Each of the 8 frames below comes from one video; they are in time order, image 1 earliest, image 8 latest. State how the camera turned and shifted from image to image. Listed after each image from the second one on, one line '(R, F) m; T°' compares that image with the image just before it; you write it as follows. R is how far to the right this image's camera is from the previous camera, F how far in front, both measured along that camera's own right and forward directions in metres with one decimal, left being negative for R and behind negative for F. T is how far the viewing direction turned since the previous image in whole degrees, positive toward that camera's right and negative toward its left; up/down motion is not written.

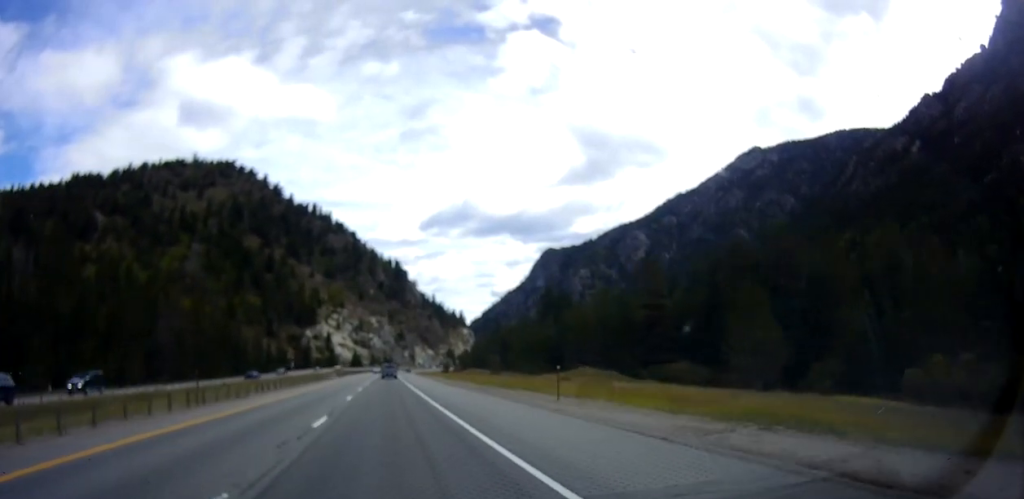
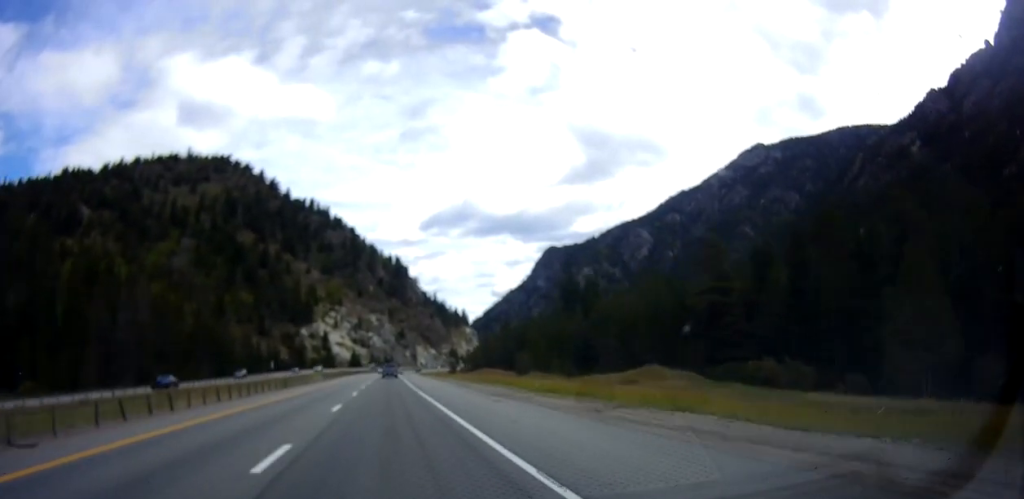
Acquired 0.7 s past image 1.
(-0.1, +20.1) m; 0°
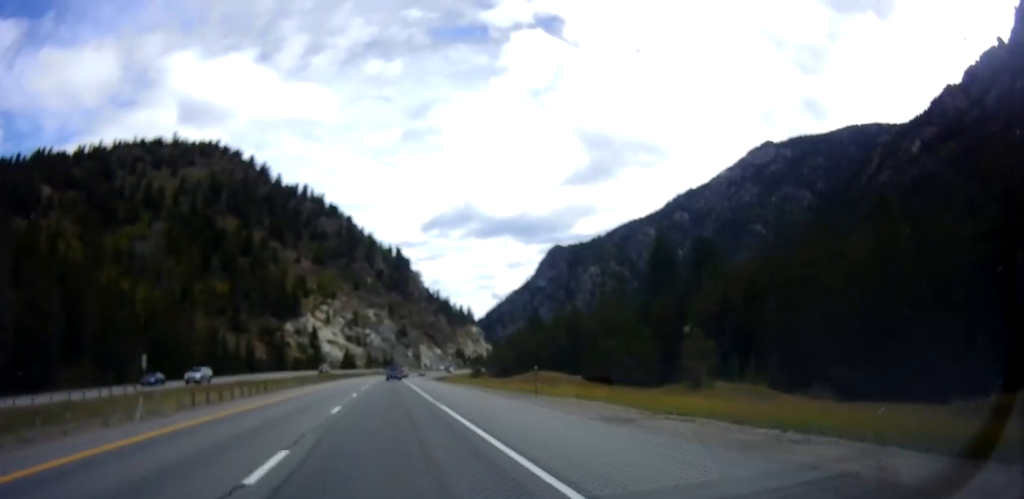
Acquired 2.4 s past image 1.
(+0.1, +49.4) m; -1°
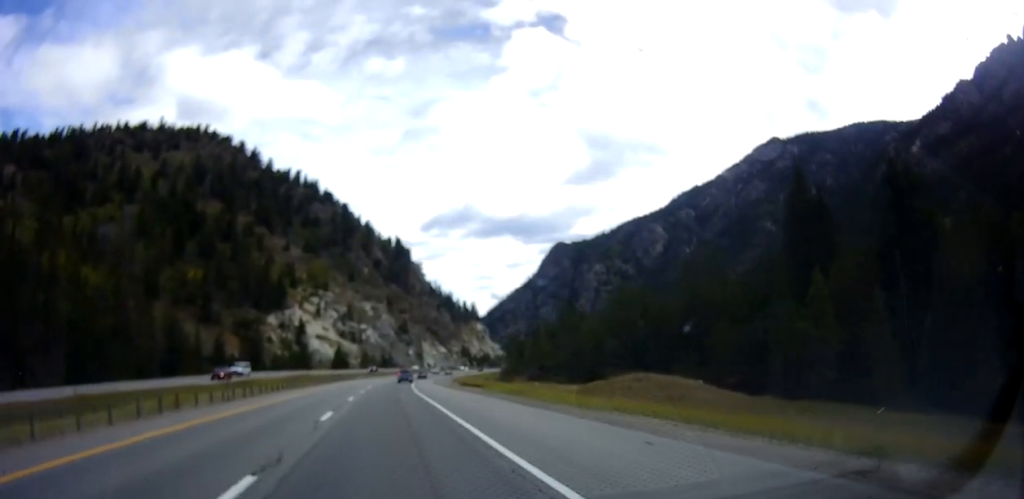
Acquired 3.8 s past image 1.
(-0.6, +39.1) m; 0°
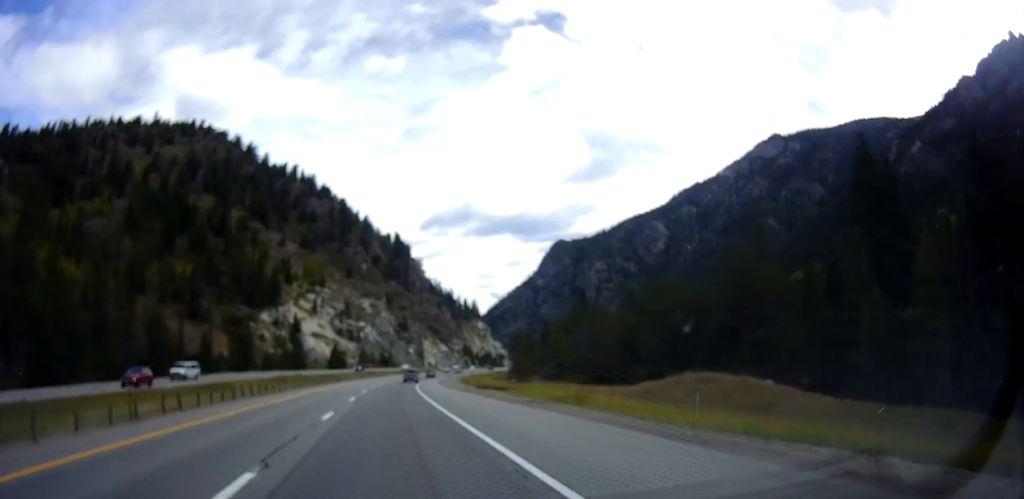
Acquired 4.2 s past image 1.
(+0.1, +11.8) m; 0°
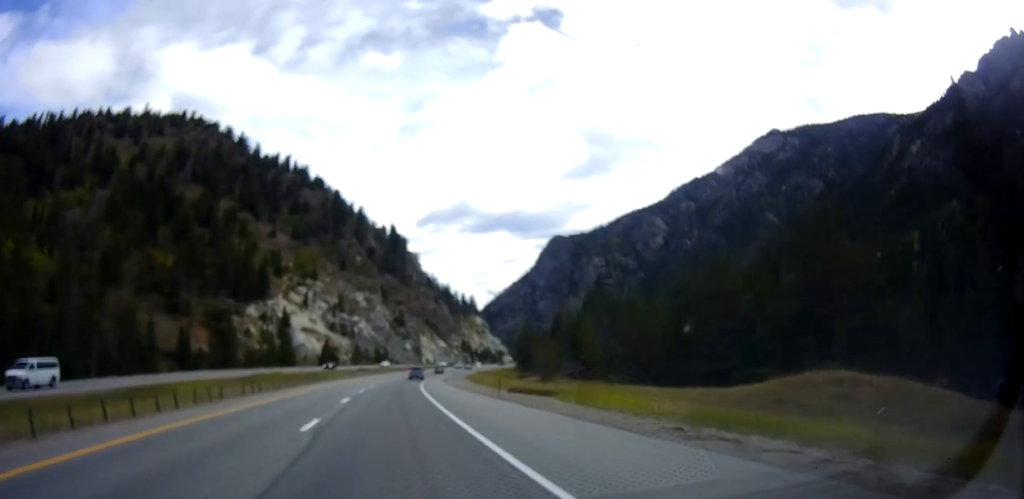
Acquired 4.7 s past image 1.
(0.0, +16.2) m; 0°
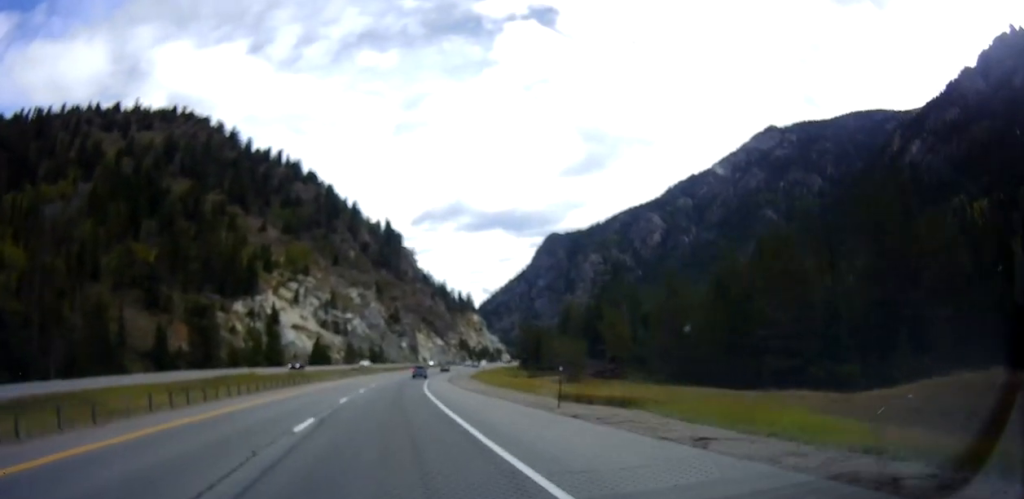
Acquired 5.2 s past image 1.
(-0.1, +12.3) m; 0°
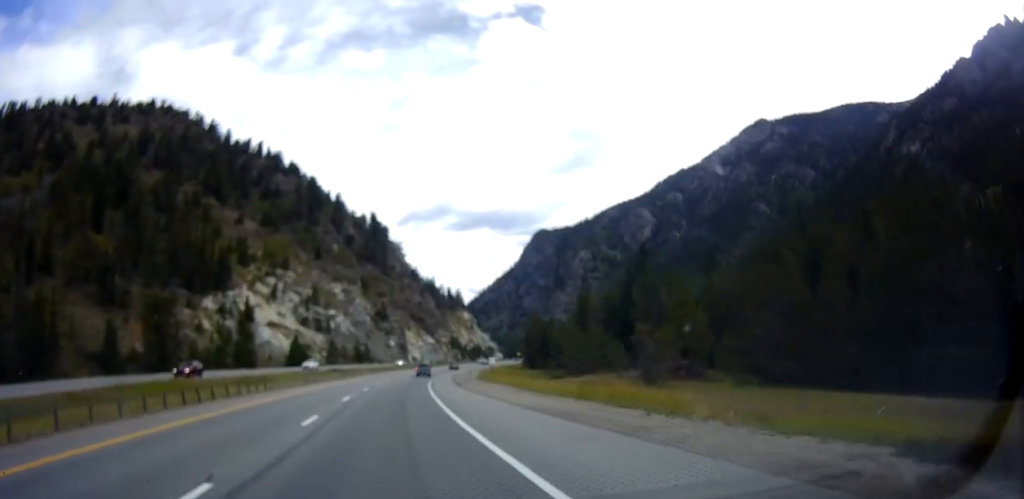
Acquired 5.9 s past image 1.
(+0.3, +21.7) m; +1°
